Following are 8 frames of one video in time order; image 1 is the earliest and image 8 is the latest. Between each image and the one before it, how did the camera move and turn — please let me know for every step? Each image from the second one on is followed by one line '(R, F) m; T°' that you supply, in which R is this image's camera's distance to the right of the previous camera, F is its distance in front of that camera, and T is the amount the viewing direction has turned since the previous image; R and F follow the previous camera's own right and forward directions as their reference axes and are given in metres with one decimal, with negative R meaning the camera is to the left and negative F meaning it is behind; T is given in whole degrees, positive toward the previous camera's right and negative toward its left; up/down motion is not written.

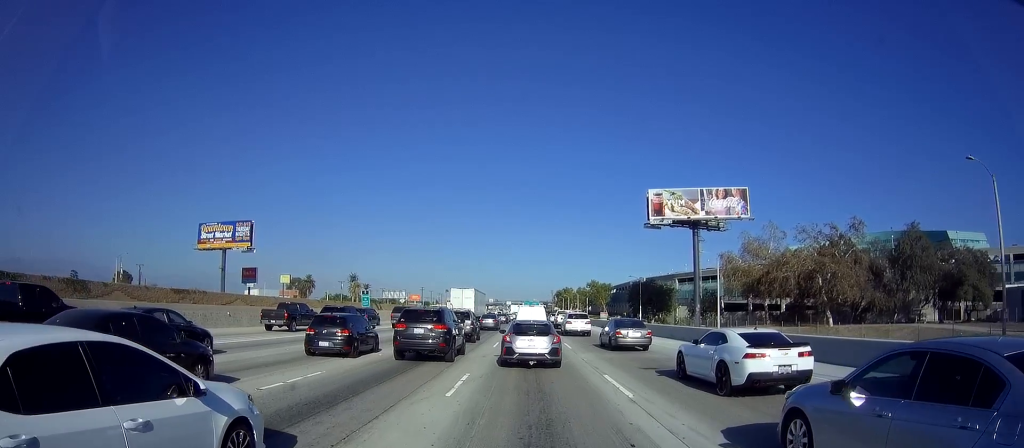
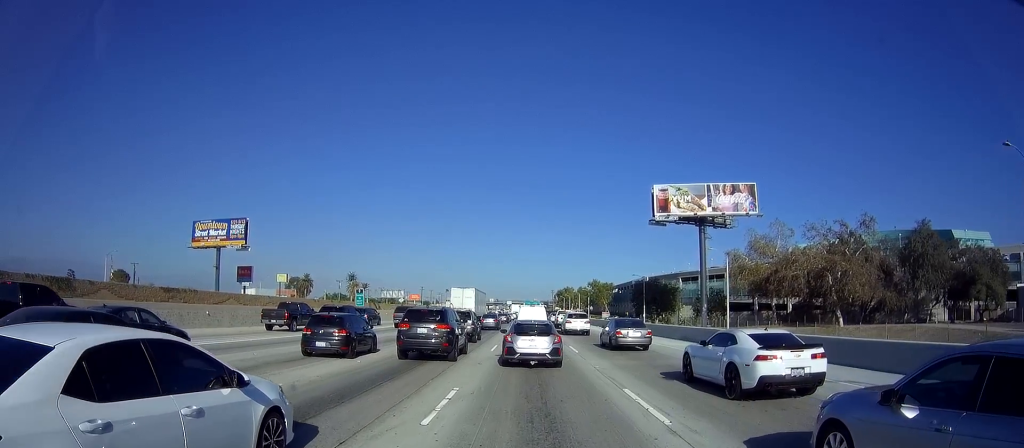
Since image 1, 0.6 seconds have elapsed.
(+0.1, +2.9) m; 0°
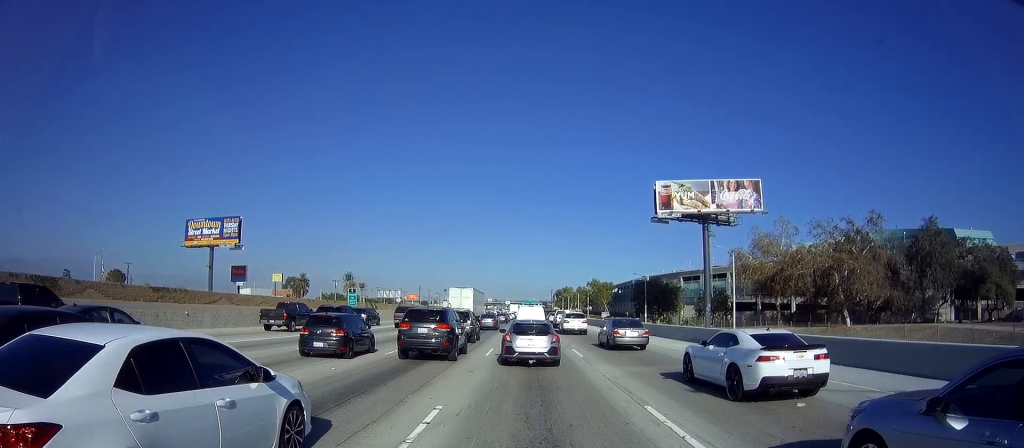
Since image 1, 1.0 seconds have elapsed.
(-0.1, +2.4) m; 0°
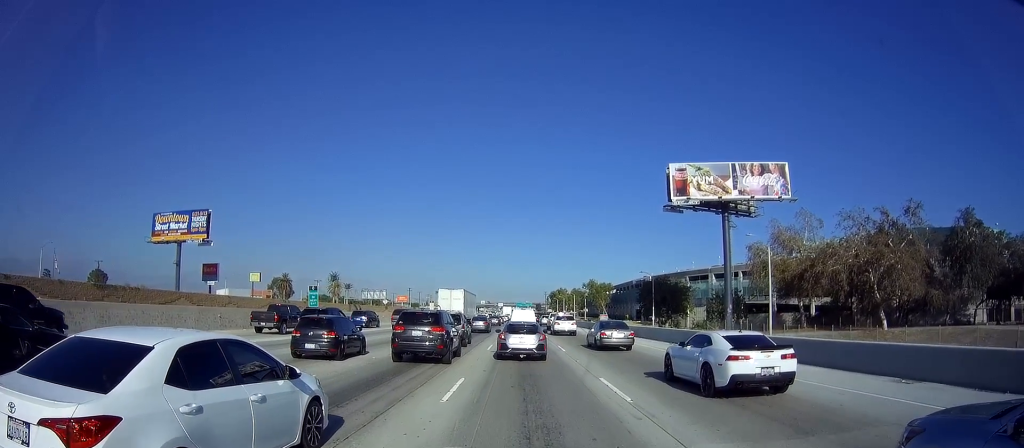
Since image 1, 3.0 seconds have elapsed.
(0.0, +12.2) m; -1°
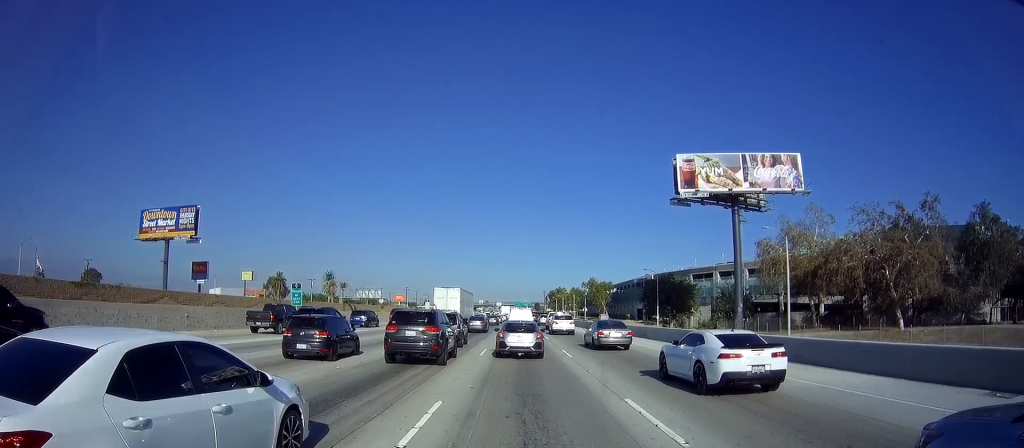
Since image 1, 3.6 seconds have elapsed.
(-0.1, +4.3) m; -1°
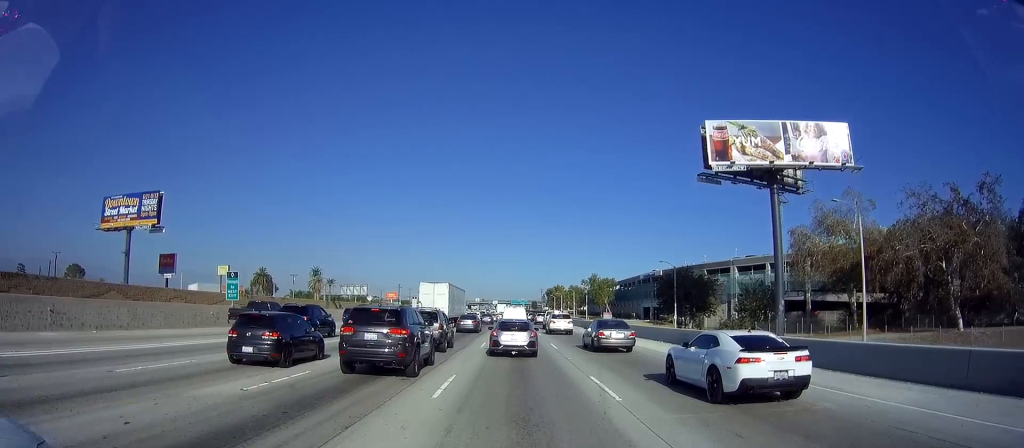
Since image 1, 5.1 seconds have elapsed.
(0.0, +11.5) m; -1°
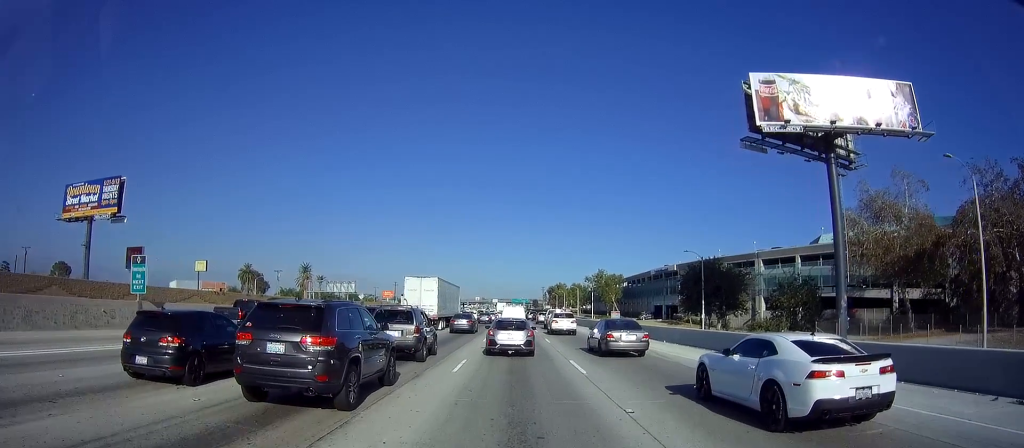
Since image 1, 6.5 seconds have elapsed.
(-0.1, +10.3) m; 0°
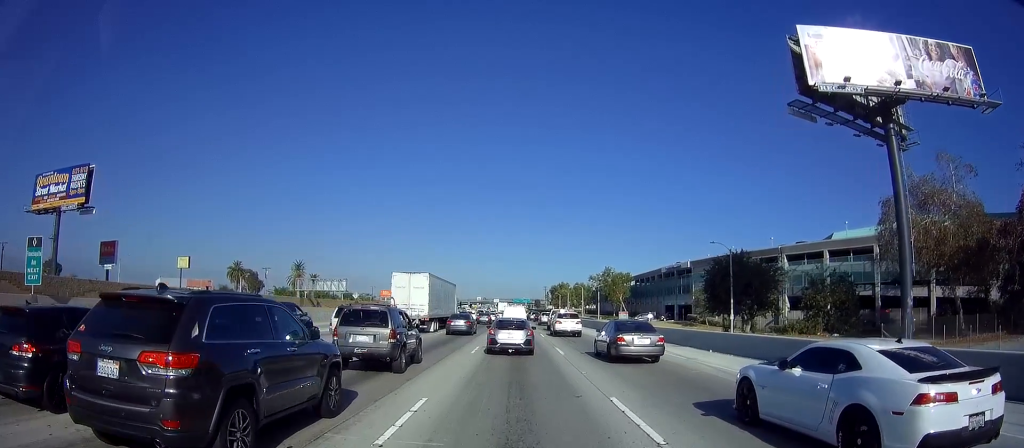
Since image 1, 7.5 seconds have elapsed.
(+0.1, +7.4) m; 0°
